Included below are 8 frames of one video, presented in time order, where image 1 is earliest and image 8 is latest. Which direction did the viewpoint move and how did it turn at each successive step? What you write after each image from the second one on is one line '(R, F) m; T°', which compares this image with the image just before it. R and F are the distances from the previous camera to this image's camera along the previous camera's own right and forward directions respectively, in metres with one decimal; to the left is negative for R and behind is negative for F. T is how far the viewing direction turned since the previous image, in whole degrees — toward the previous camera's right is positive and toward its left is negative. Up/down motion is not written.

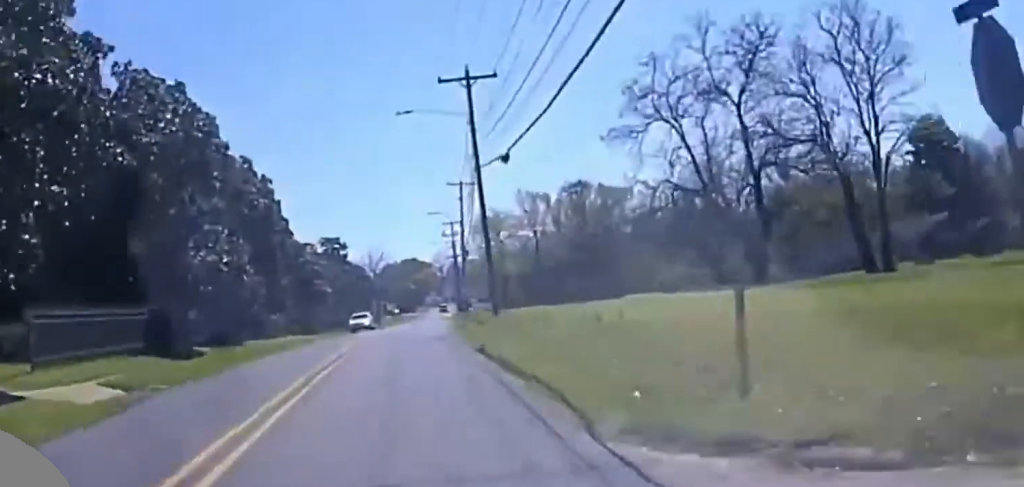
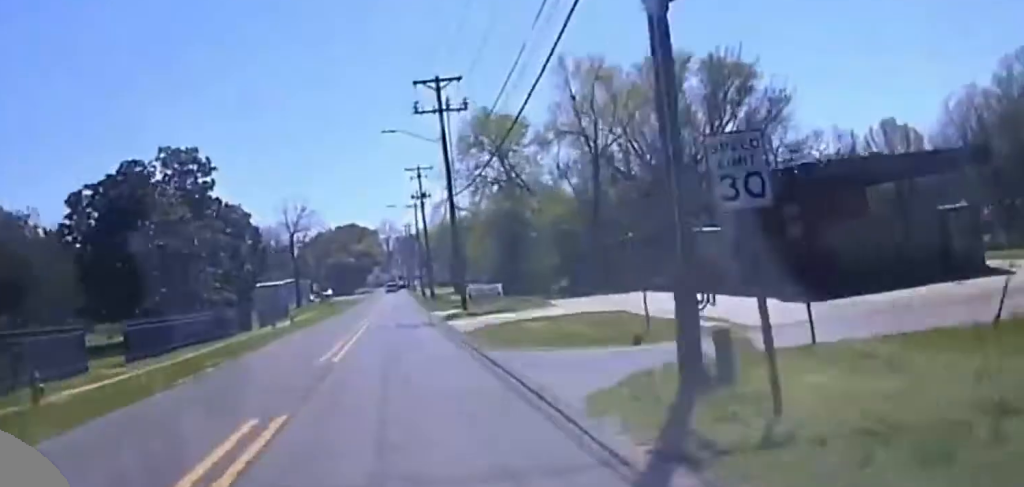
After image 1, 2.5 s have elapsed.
(+2.5, +84.2) m; +3°
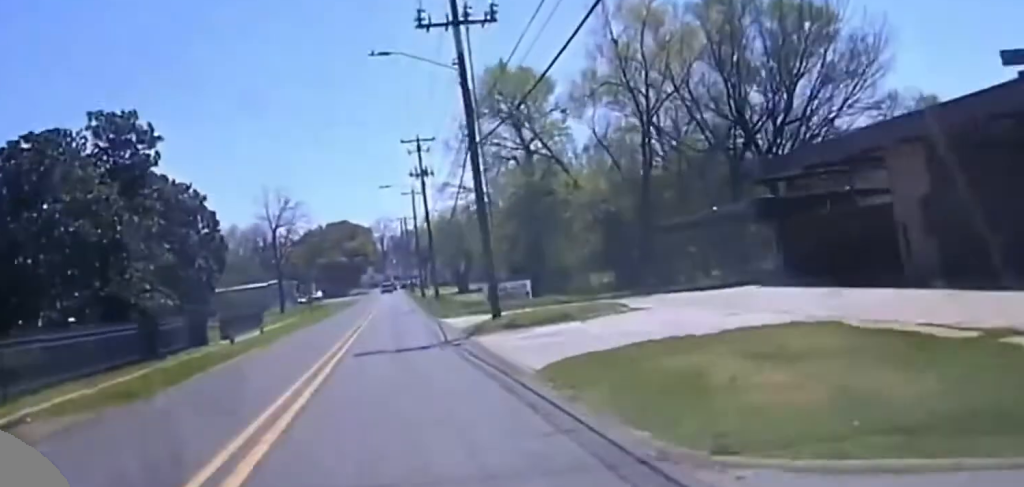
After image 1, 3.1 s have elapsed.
(+0.1, +18.9) m; 0°
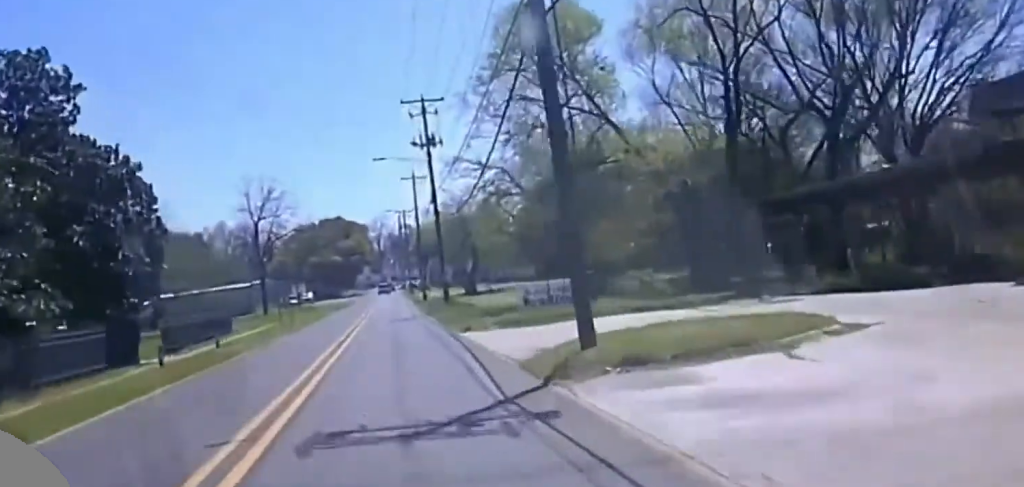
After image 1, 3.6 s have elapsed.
(+0.2, +17.9) m; 0°
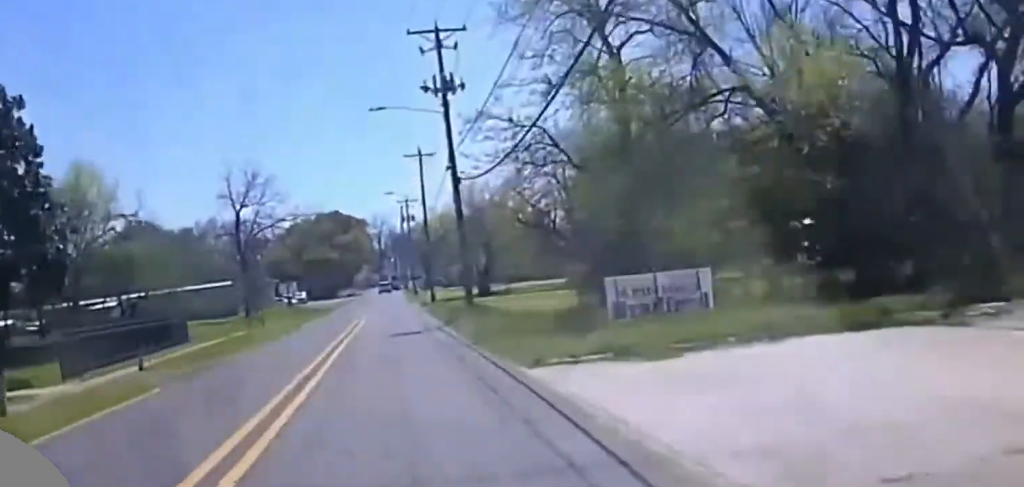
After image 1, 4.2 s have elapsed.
(-0.1, +17.9) m; 0°
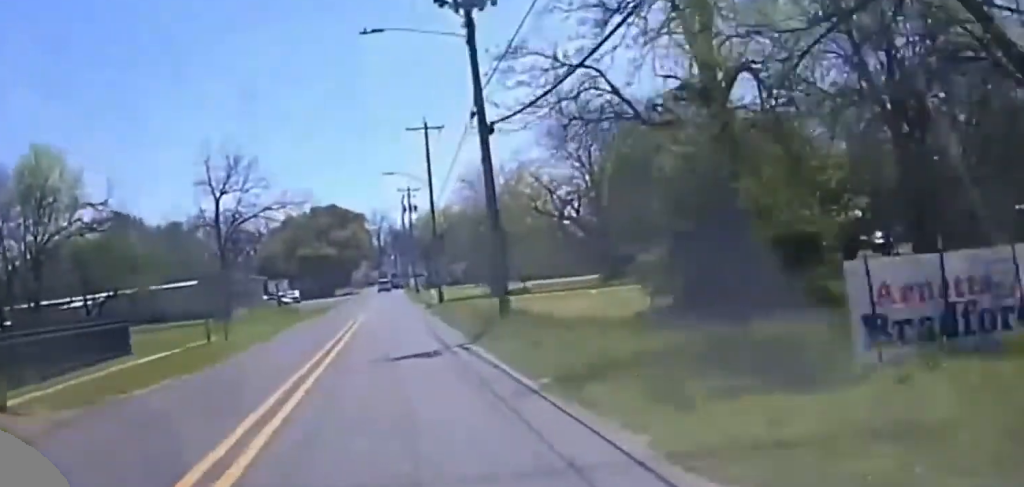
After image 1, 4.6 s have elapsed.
(-0.1, +14.5) m; 0°
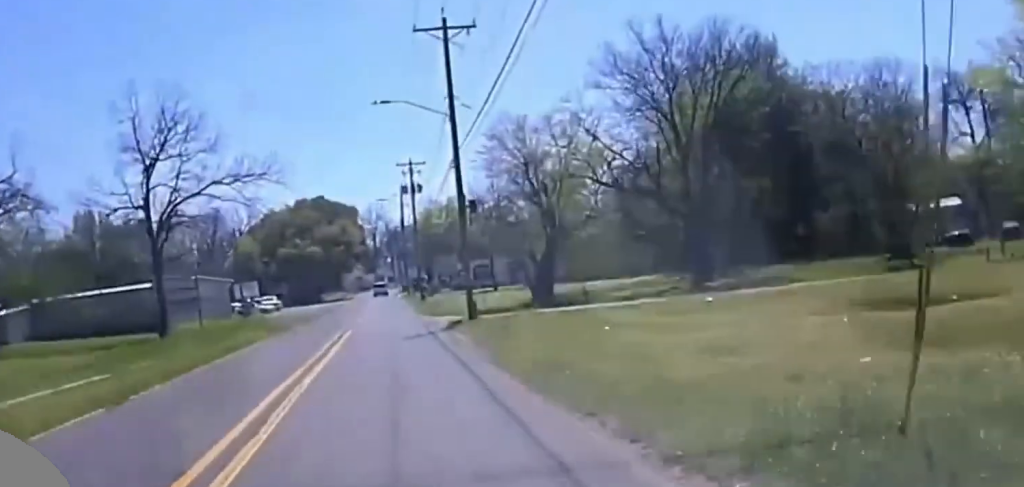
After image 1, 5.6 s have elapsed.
(0.0, +26.9) m; 0°
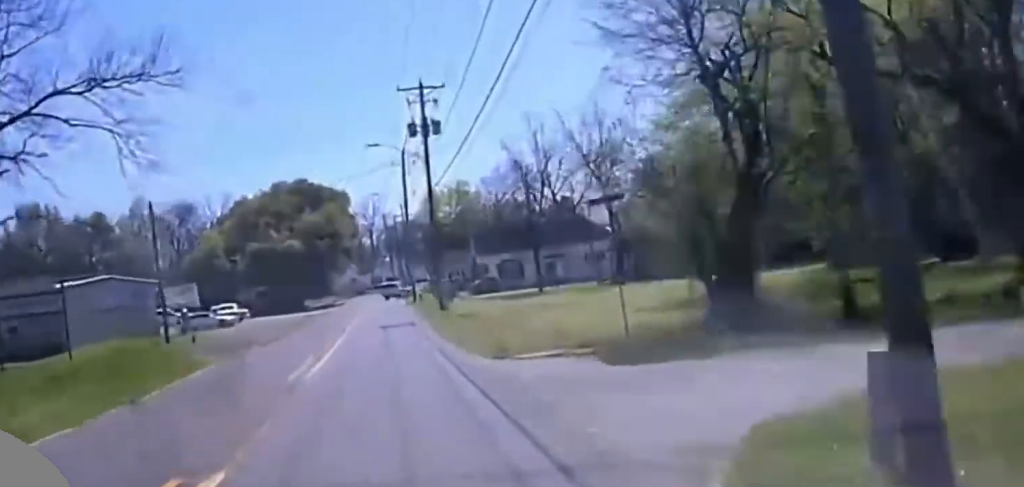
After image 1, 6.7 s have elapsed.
(+0.1, +30.8) m; +1°
